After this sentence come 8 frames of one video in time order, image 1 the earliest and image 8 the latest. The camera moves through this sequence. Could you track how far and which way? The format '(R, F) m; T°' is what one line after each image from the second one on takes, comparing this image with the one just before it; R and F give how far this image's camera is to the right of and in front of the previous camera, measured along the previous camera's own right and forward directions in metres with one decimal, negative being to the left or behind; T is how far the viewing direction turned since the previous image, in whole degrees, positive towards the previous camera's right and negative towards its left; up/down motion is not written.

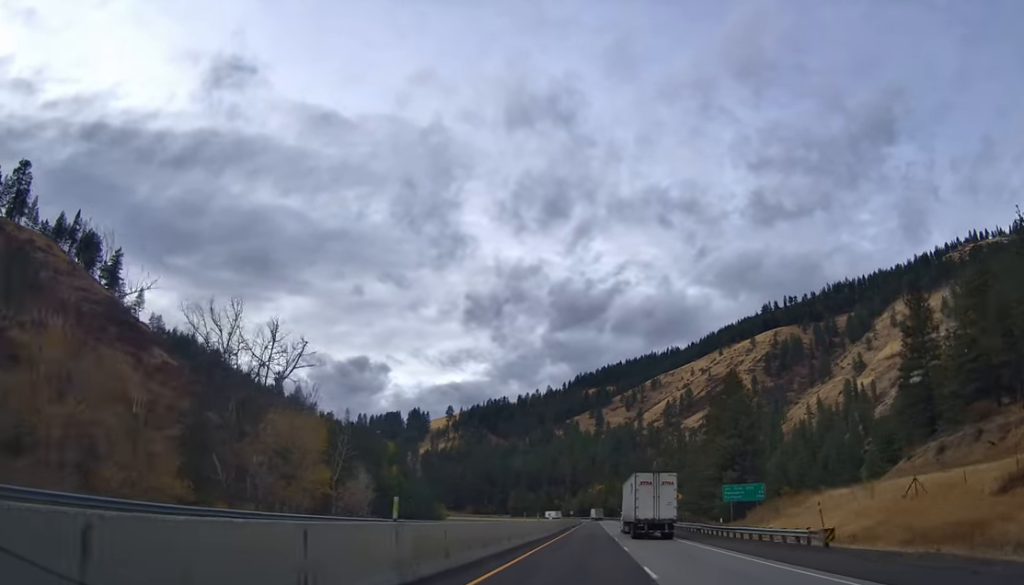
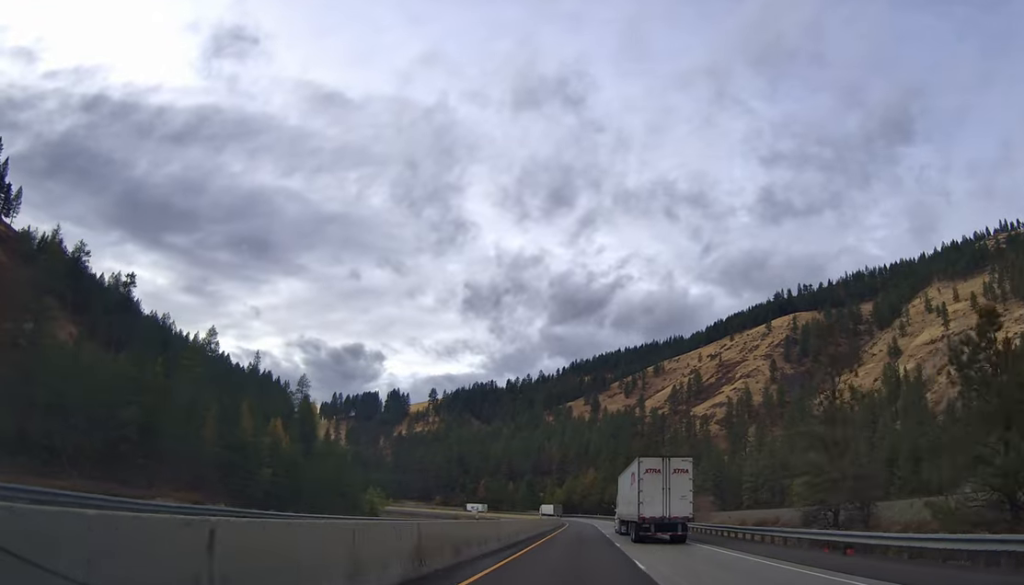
(+2.7, +82.1) m; +3°
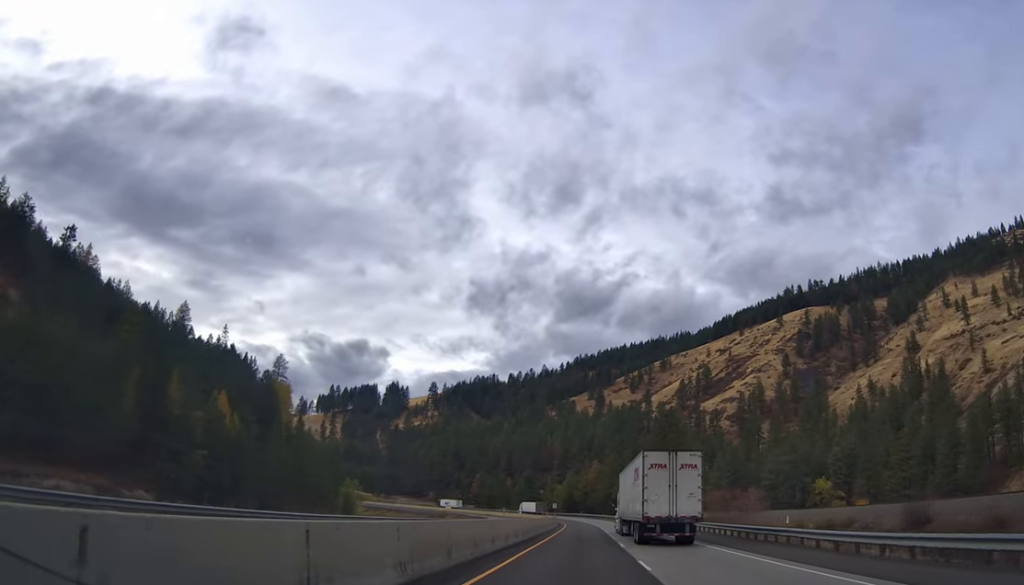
(+0.3, +25.3) m; 0°
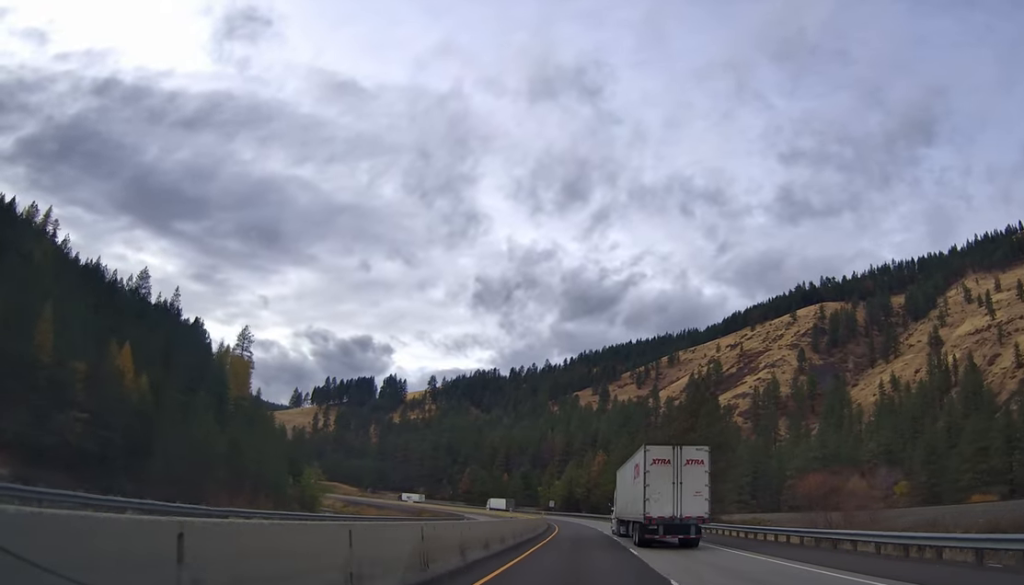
(-0.6, +30.7) m; 0°
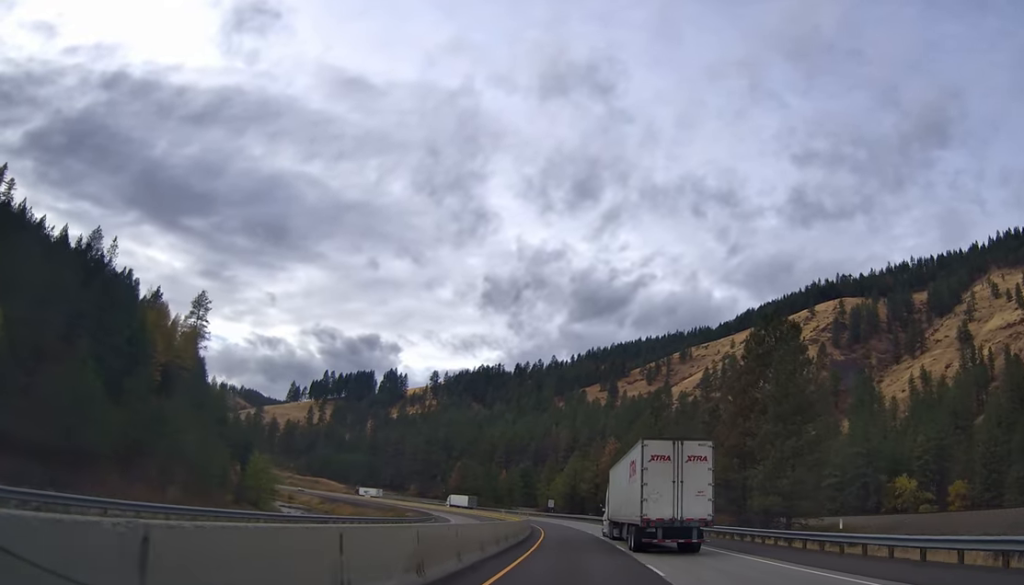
(+0.6, +32.2) m; 0°
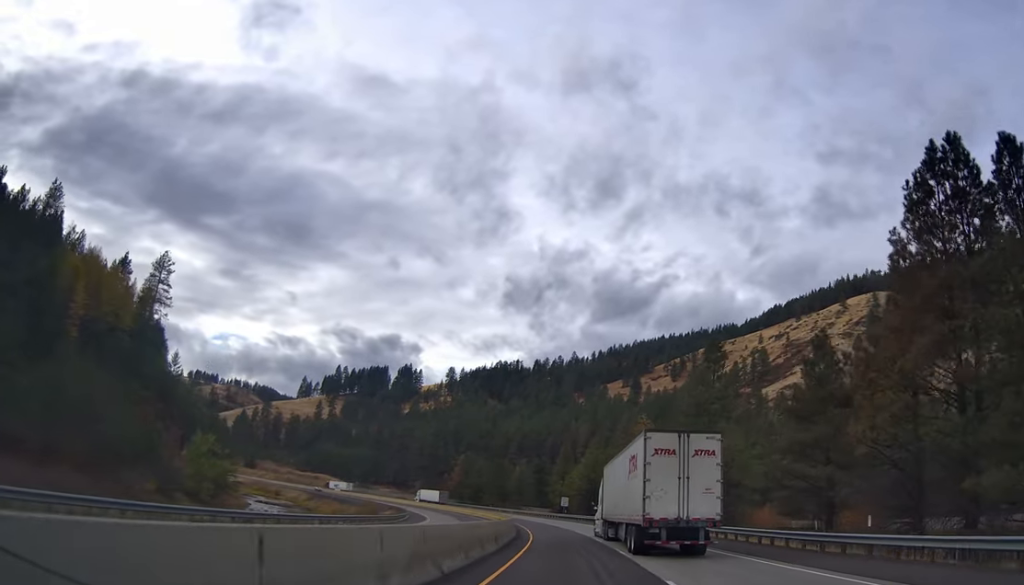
(-0.8, +29.4) m; 0°
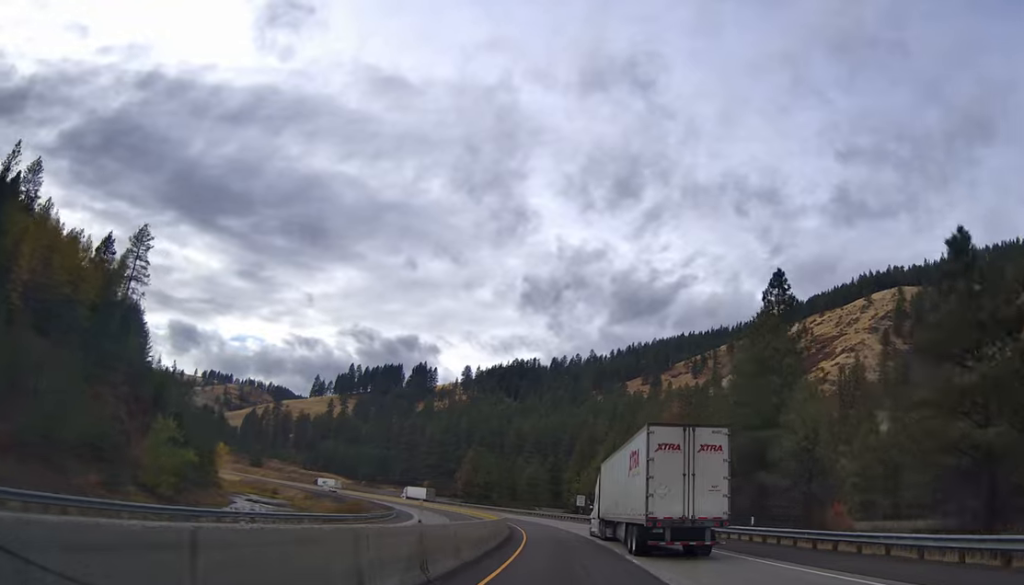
(+0.3, +16.6) m; 0°
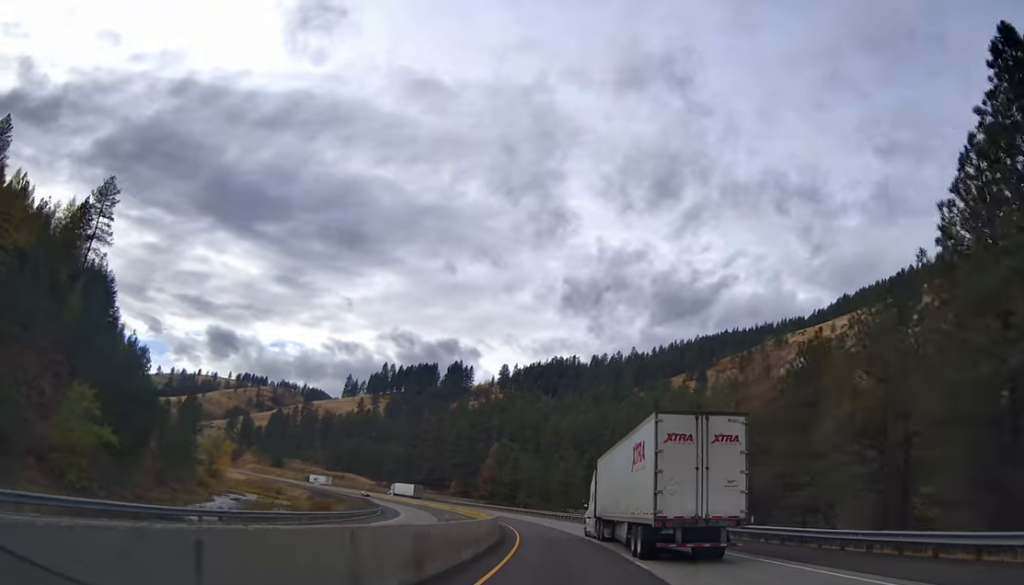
(-0.1, +26.9) m; -2°
